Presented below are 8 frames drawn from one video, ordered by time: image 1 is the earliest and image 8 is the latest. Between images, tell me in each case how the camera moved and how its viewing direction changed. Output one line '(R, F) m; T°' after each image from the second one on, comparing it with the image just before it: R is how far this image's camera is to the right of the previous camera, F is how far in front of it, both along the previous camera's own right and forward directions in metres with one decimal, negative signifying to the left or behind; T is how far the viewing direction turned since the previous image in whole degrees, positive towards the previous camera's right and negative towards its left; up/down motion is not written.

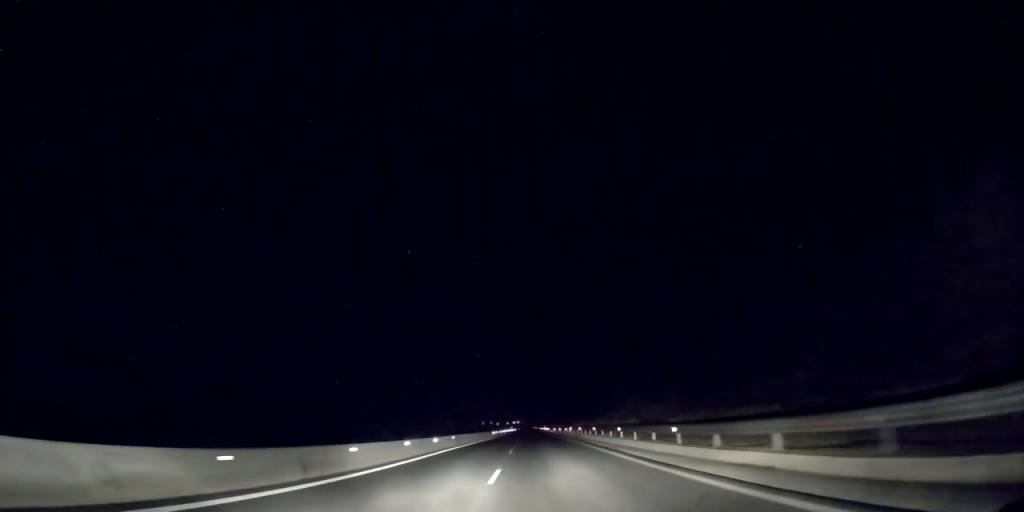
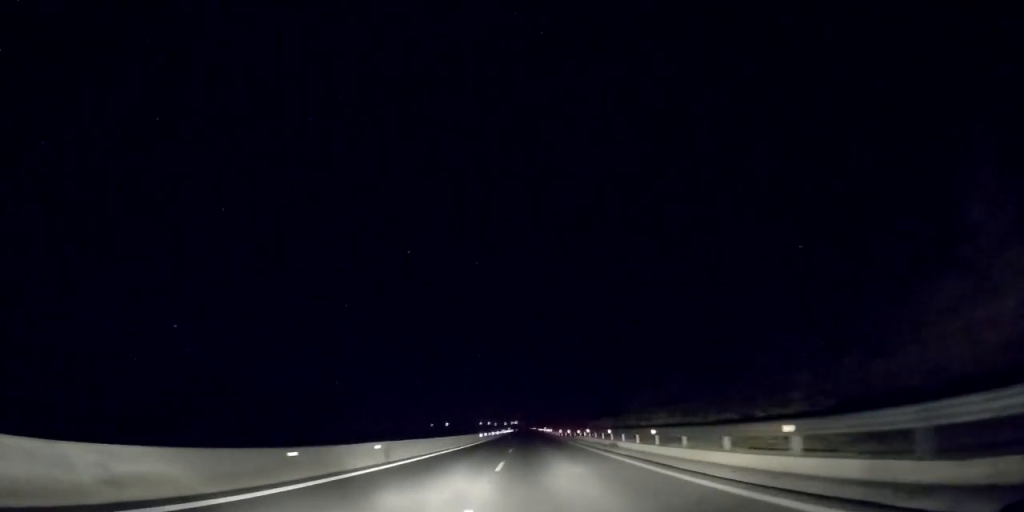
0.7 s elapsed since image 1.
(-0.1, +20.9) m; 0°
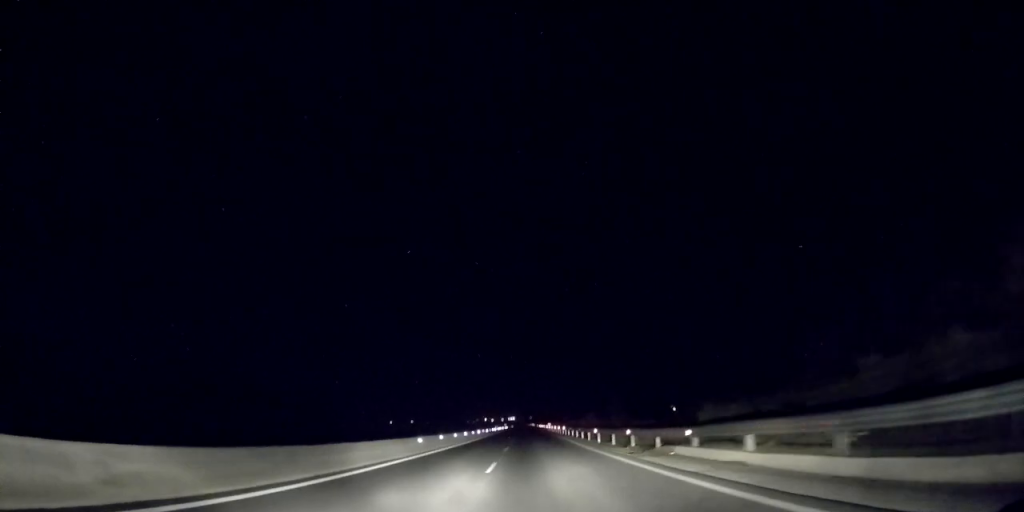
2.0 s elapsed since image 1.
(0.0, +37.7) m; -1°
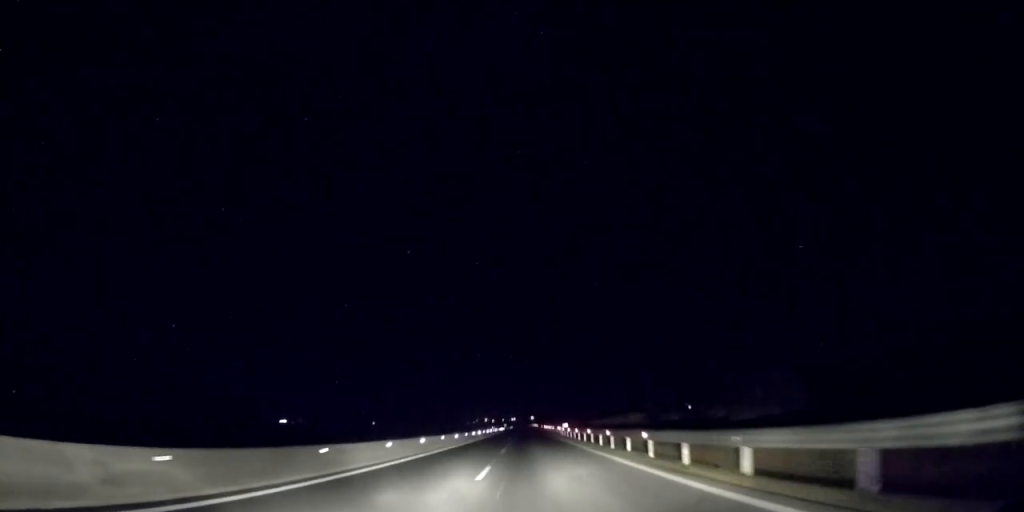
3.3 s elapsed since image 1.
(-0.2, +38.9) m; 0°
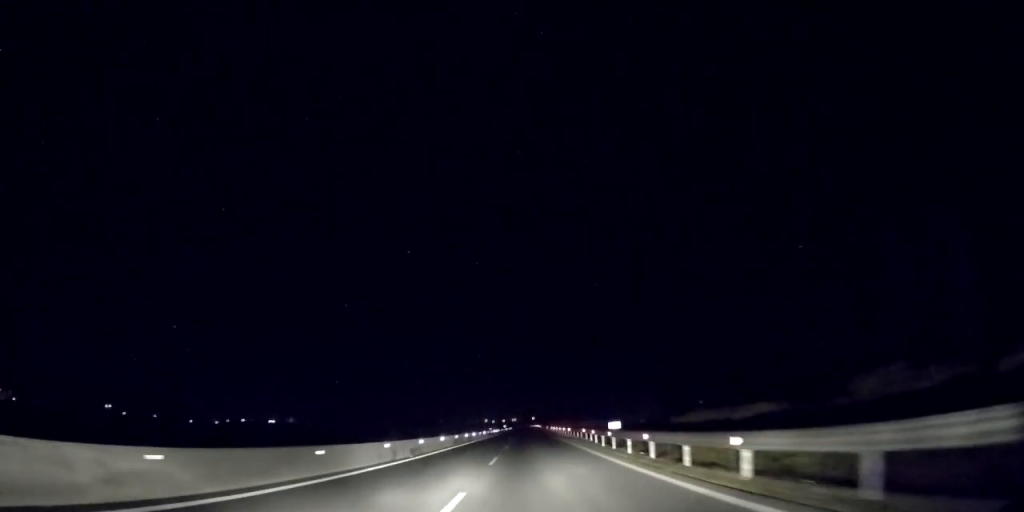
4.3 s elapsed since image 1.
(+0.4, +32.3) m; +1°
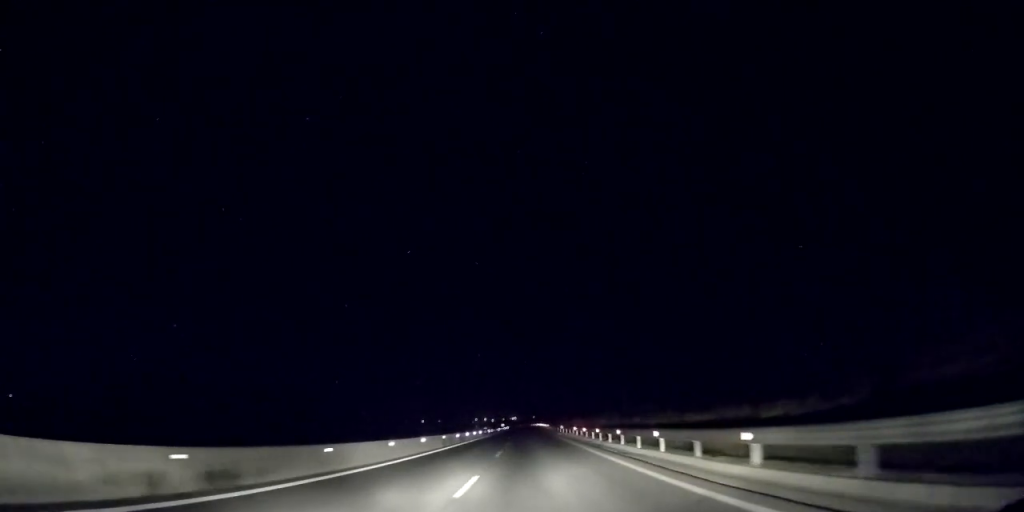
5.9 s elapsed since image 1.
(-0.3, +47.5) m; -1°
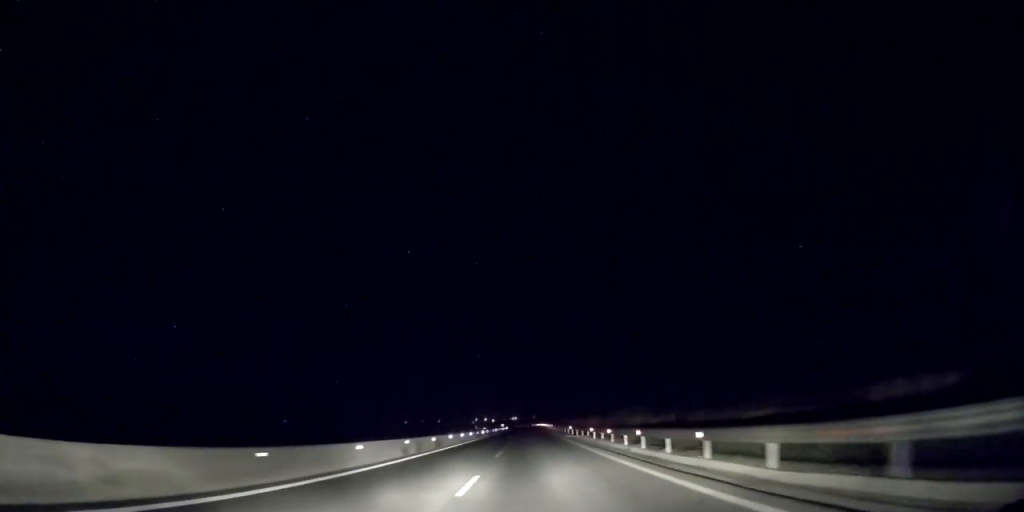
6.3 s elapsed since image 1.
(-0.2, +13.0) m; 0°
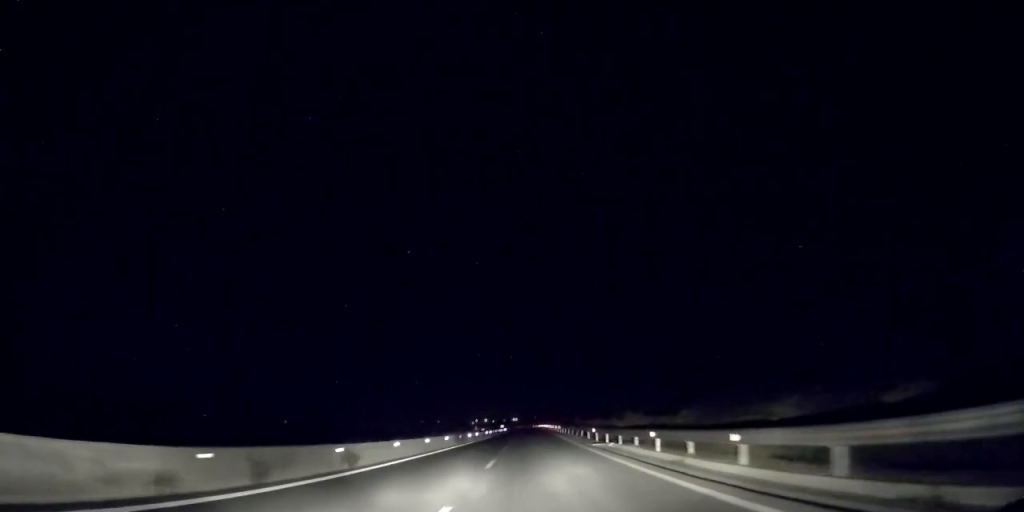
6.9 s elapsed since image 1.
(-0.2, +18.7) m; 0°
